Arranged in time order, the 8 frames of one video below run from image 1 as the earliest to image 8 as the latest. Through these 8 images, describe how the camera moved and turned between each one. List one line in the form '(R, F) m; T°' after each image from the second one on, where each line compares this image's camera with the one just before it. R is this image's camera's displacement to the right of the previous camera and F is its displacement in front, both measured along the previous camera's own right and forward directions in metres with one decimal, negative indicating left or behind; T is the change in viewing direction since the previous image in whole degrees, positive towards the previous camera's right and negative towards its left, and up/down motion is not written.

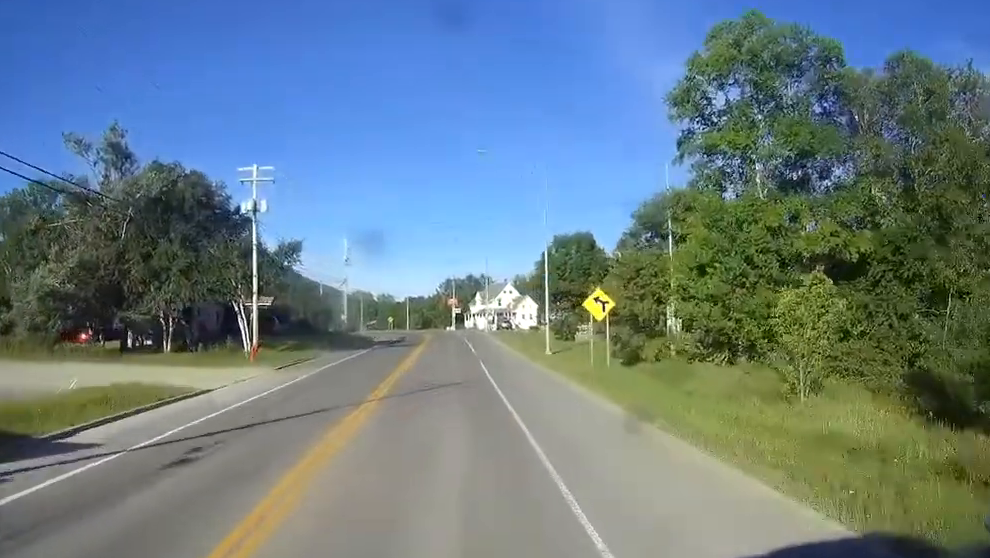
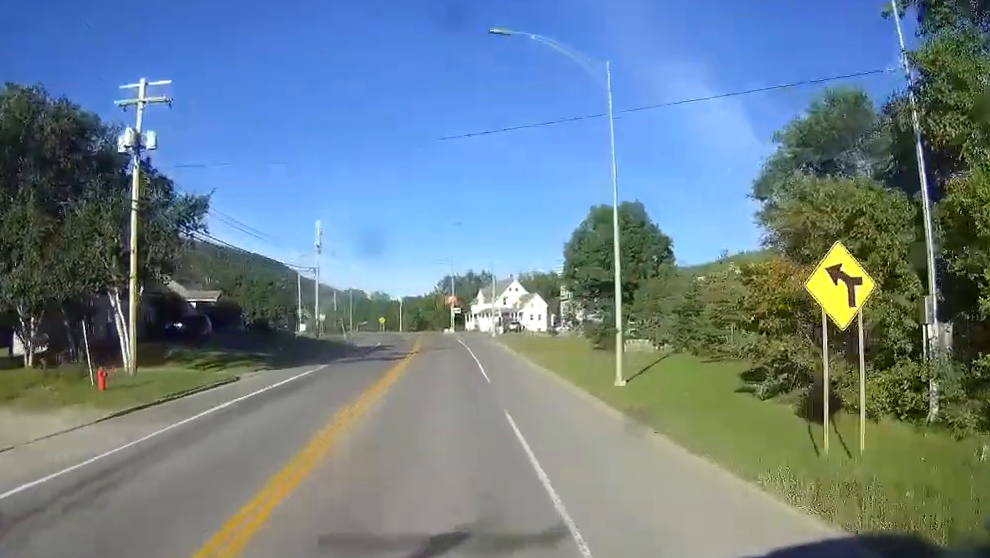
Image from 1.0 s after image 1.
(0.0, +20.5) m; 0°
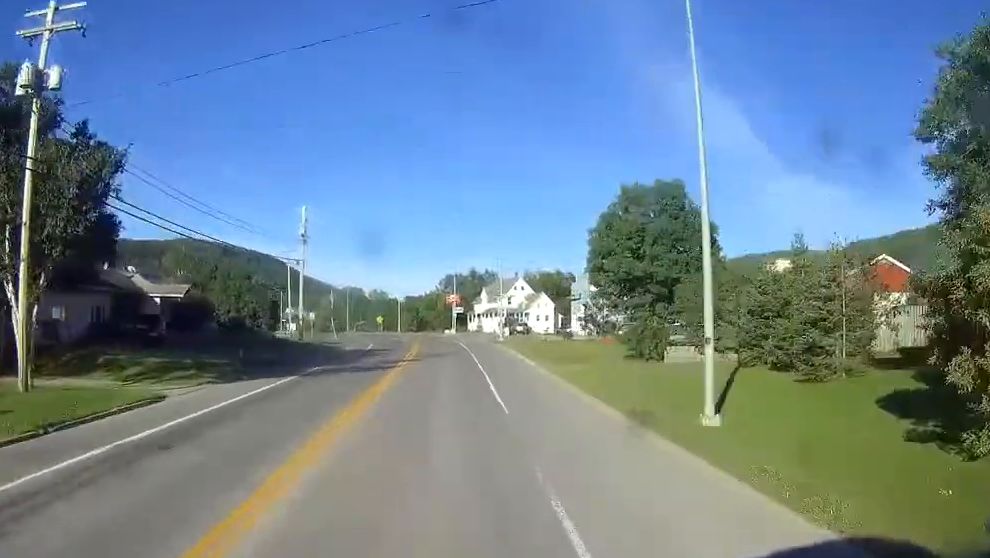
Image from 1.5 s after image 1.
(0.0, +9.2) m; 0°
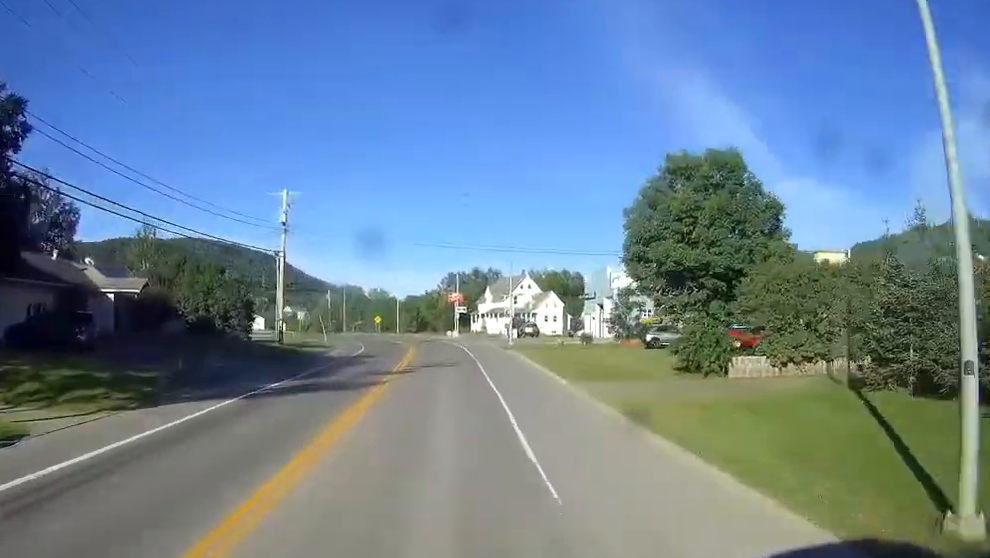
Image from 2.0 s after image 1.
(0.0, +9.2) m; 0°
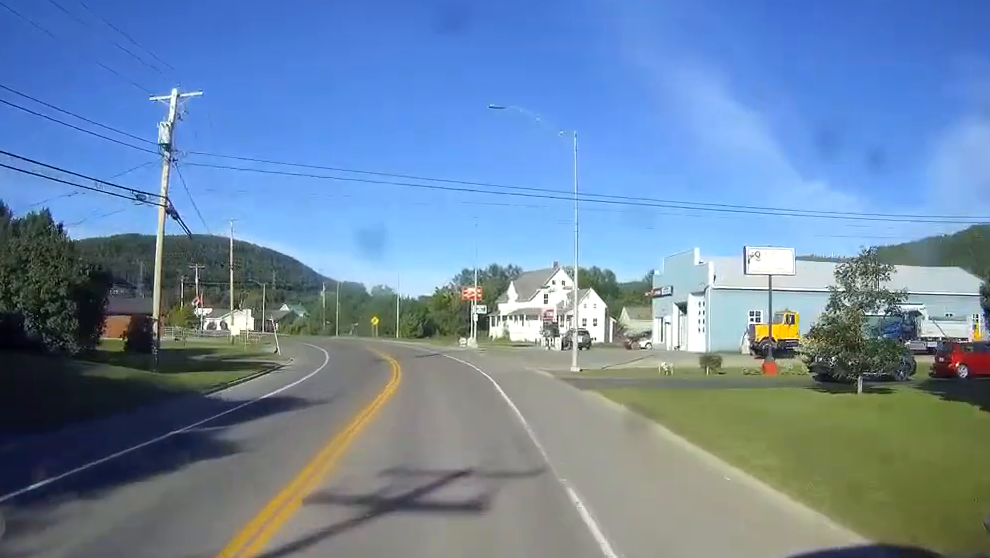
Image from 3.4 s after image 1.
(-0.2, +28.7) m; -1°
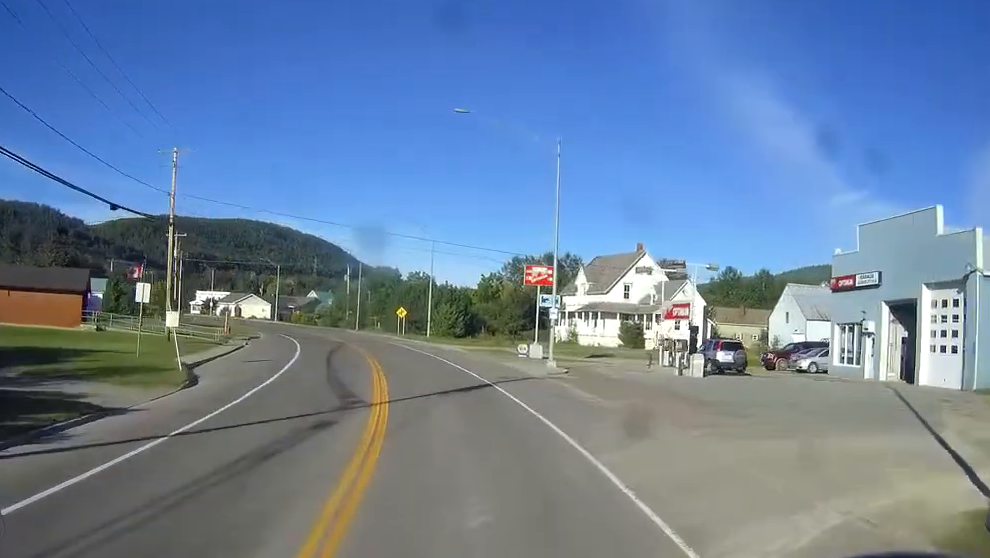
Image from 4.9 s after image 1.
(-0.6, +28.3) m; -3°
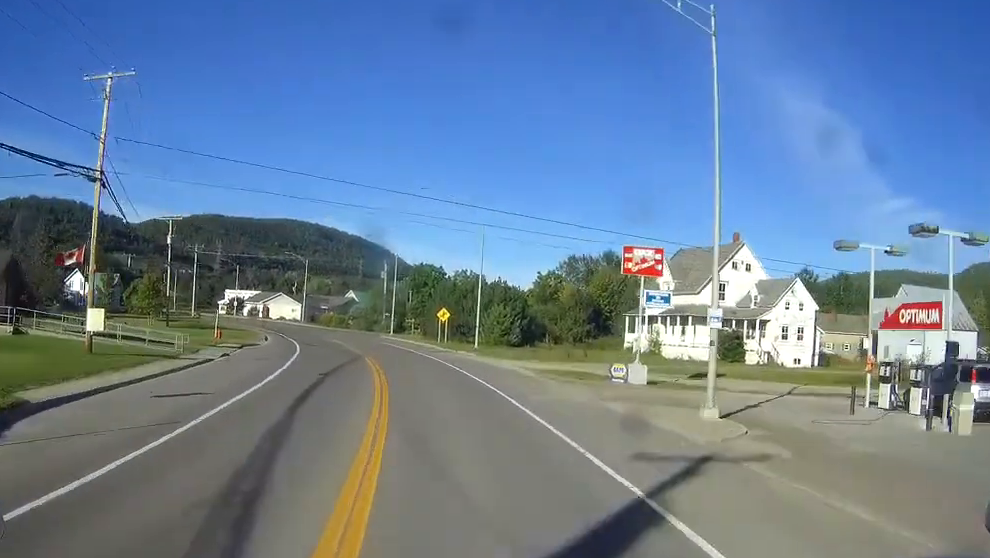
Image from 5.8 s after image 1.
(-0.5, +17.8) m; -3°
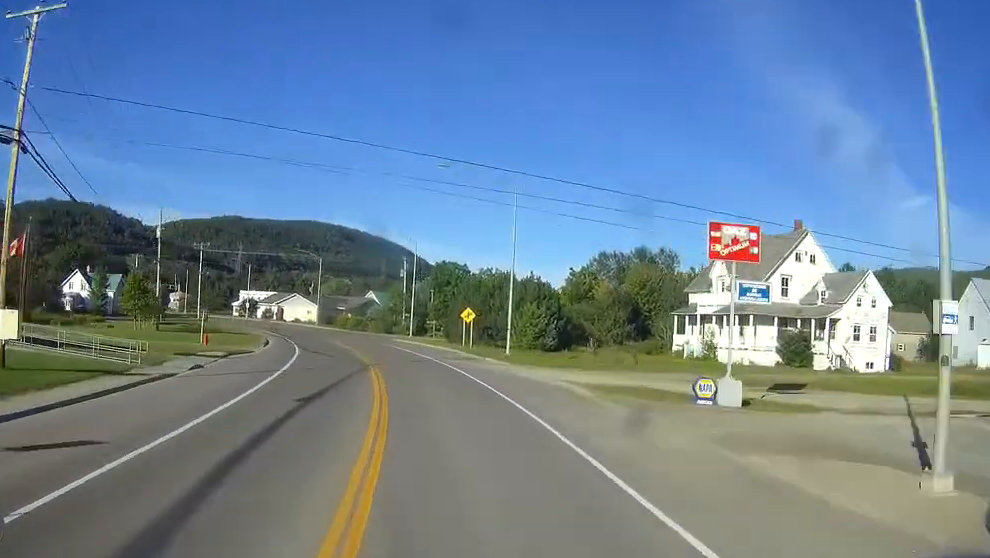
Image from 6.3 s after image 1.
(-0.1, +9.5) m; -1°
